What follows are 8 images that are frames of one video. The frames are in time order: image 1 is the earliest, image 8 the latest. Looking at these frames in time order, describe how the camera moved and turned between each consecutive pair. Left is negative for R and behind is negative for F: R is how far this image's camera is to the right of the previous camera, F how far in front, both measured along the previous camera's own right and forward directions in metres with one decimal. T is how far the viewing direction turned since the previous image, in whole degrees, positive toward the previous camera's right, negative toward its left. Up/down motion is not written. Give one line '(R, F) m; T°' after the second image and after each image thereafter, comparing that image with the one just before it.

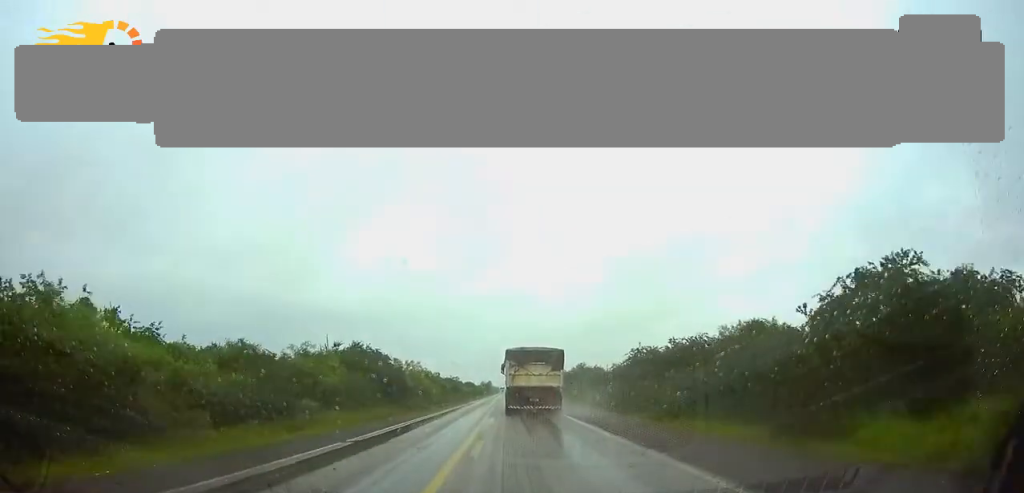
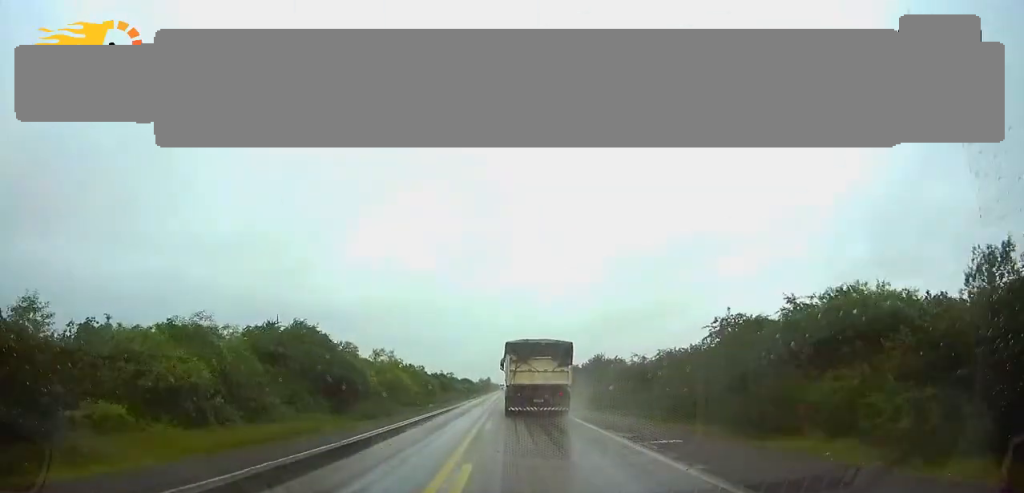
(-0.1, +17.2) m; 0°
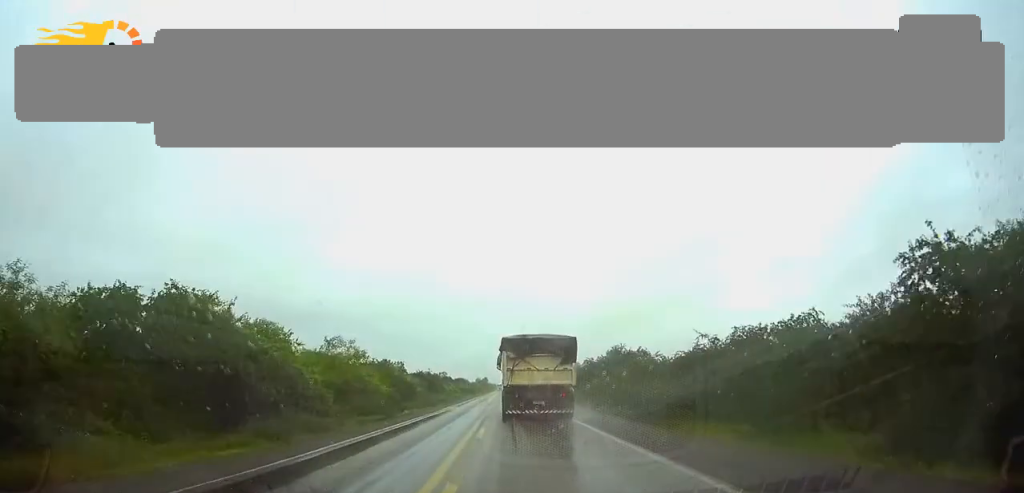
(-0.1, +14.2) m; 0°
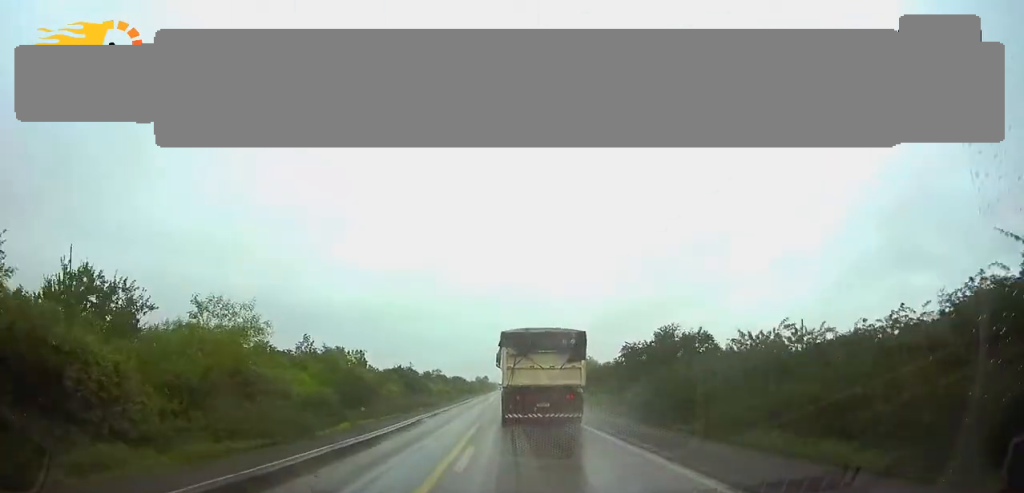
(+0.1, +18.1) m; 0°
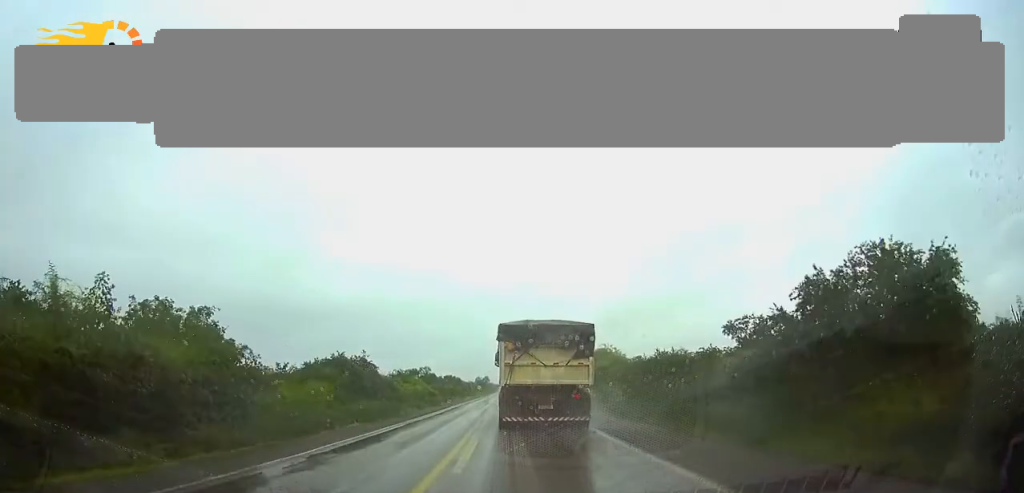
(+0.1, +24.4) m; 0°
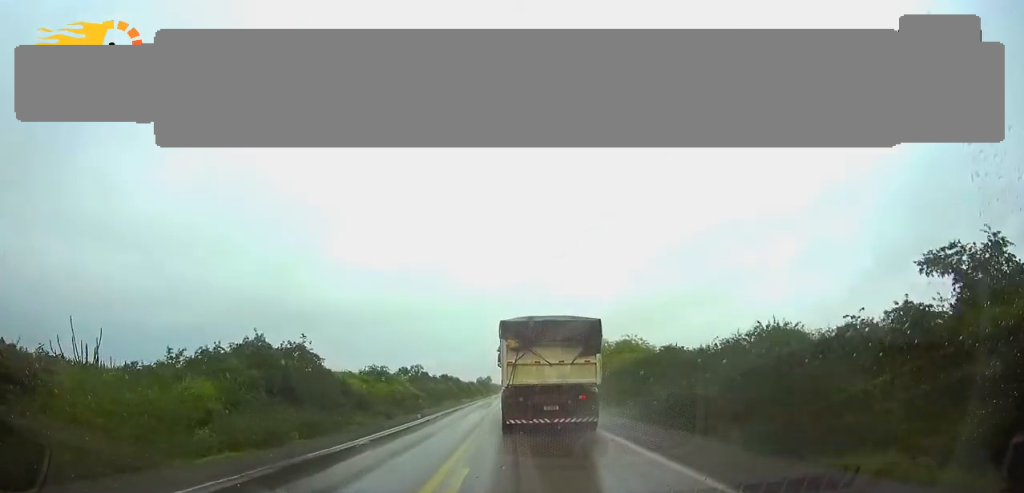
(-0.1, +15.3) m; 0°
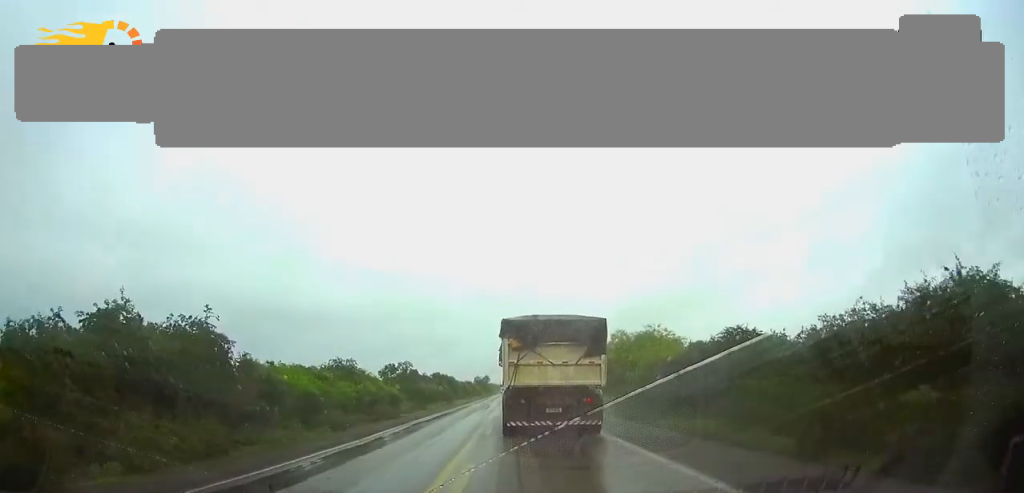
(-0.1, +11.4) m; 0°
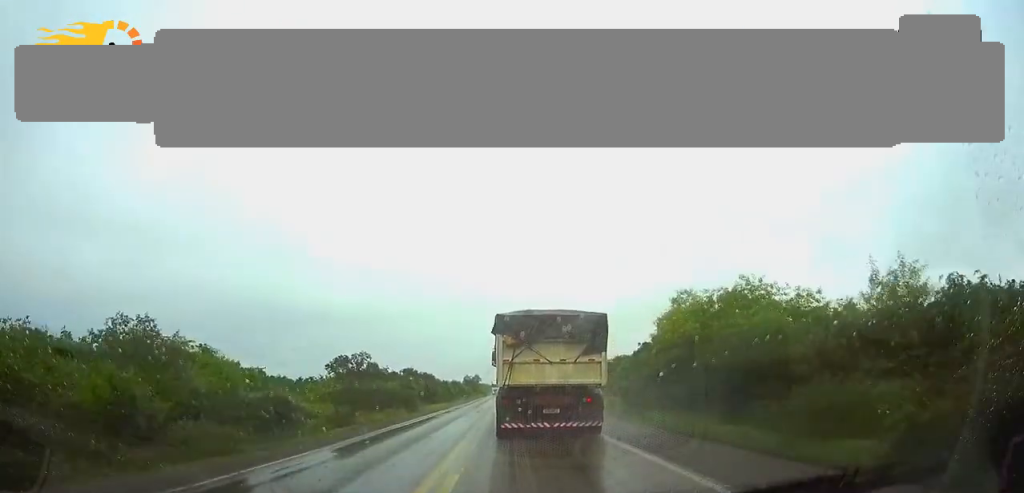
(+0.3, +25.3) m; +1°
